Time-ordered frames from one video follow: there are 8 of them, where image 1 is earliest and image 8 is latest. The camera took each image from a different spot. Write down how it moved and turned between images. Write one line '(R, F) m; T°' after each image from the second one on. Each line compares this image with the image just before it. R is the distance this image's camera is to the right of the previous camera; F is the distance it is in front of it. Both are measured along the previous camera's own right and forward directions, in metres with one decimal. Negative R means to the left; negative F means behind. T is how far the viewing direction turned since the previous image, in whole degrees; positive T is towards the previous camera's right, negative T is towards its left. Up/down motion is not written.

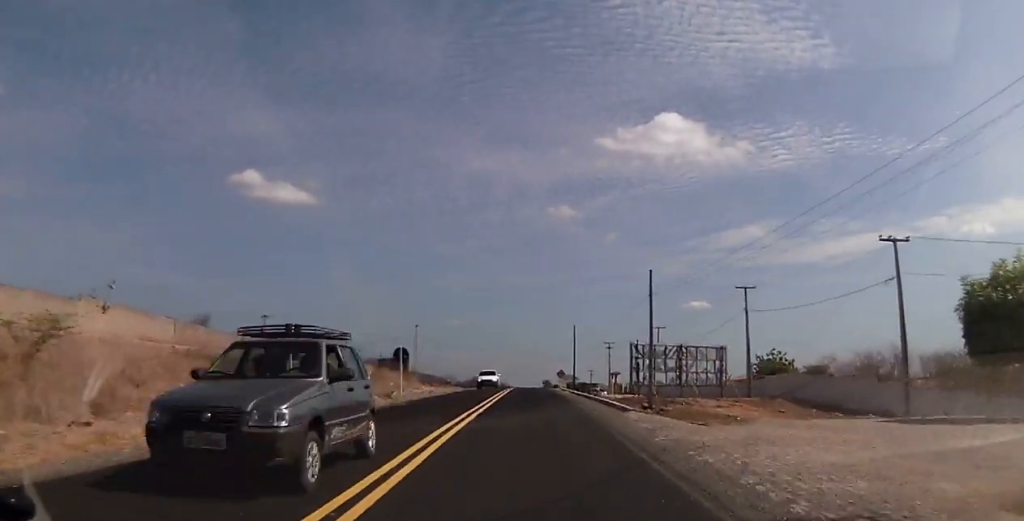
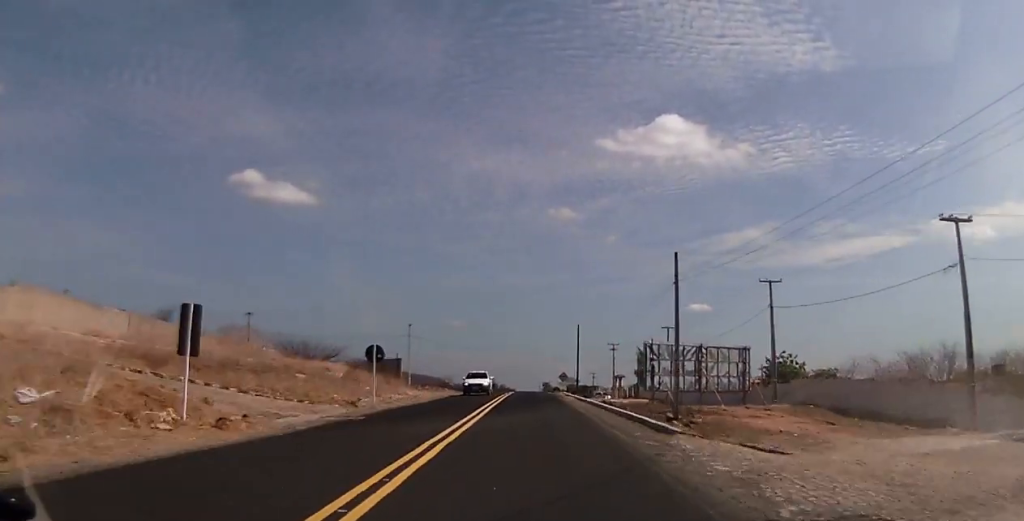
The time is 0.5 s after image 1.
(+0.4, +6.0) m; +1°
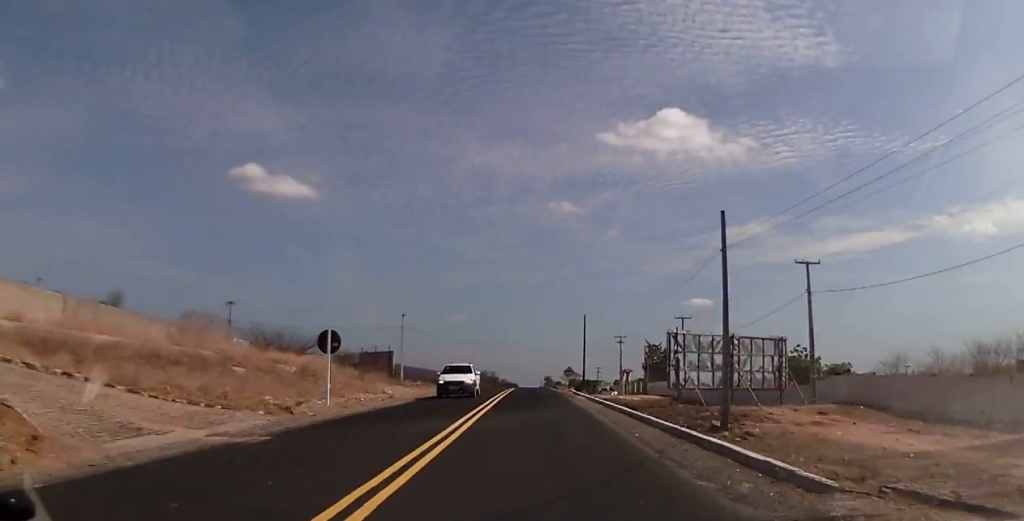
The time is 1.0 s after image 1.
(-0.1, +7.0) m; 0°
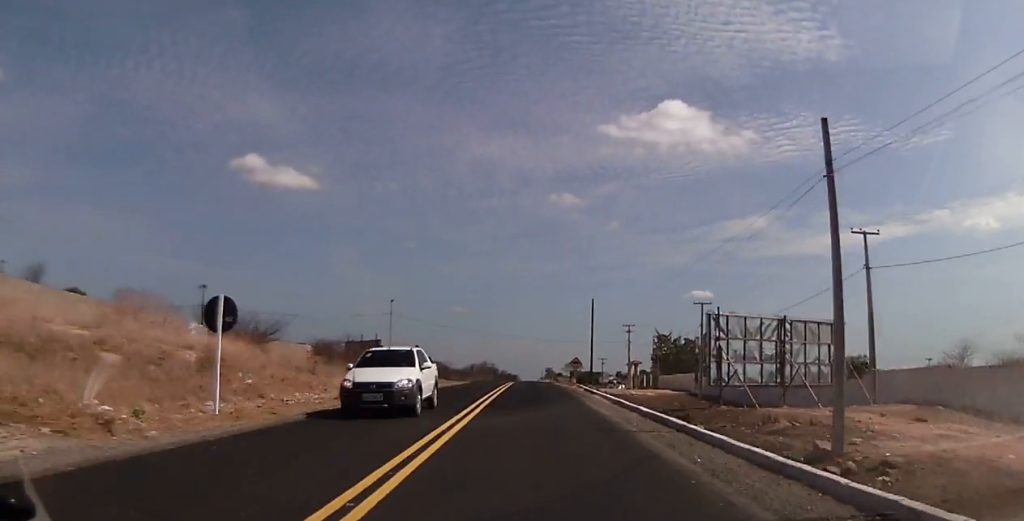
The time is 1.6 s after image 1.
(-0.4, +8.4) m; -1°
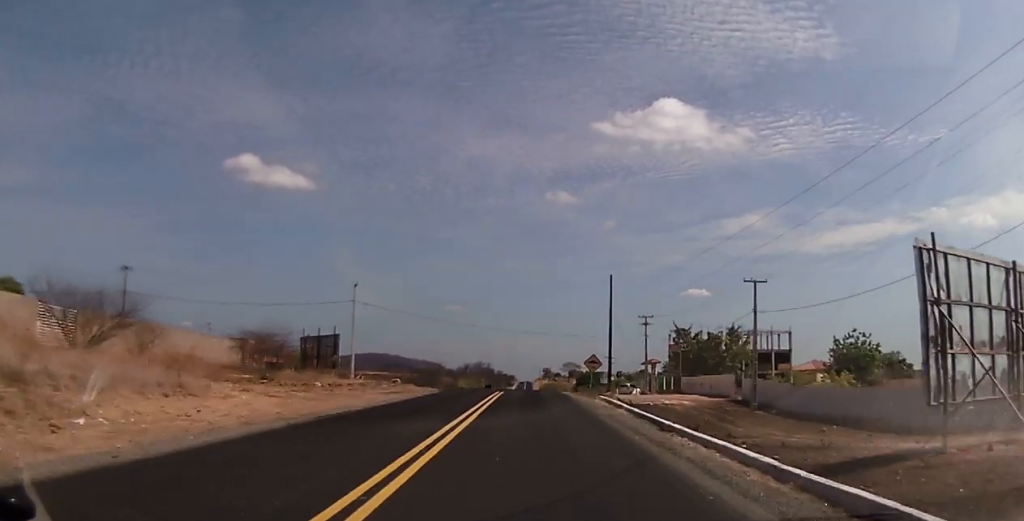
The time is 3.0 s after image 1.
(+0.3, +17.8) m; 0°
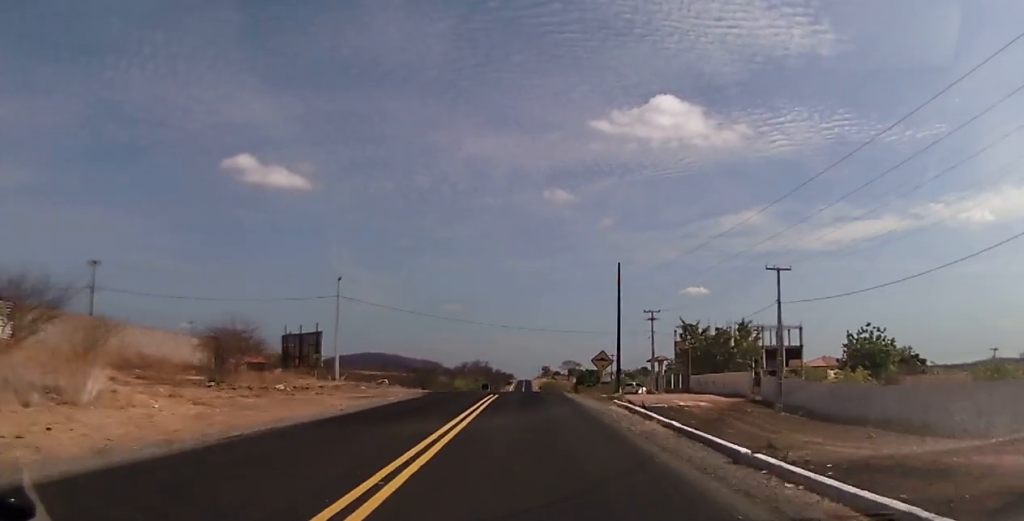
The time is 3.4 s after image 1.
(-0.2, +5.7) m; -1°
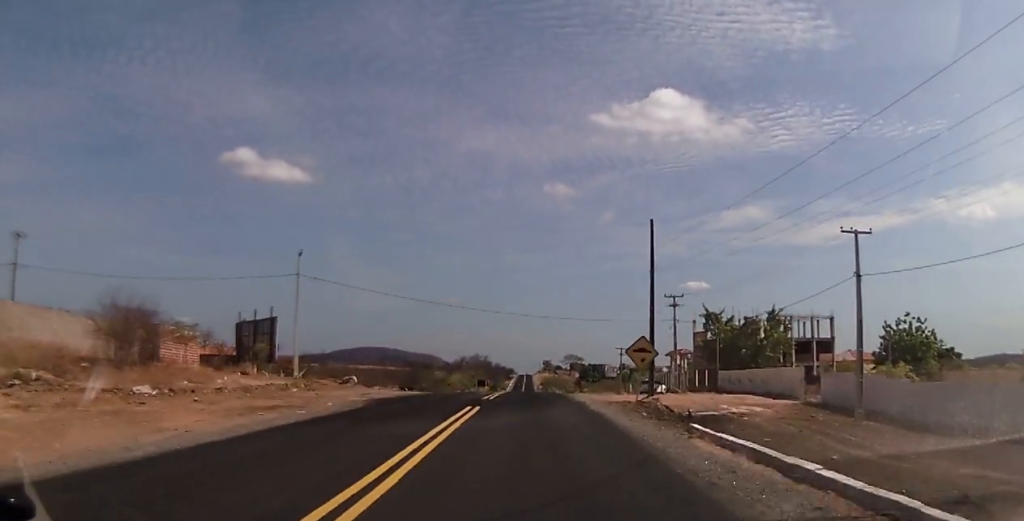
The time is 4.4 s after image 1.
(0.0, +12.8) m; +1°
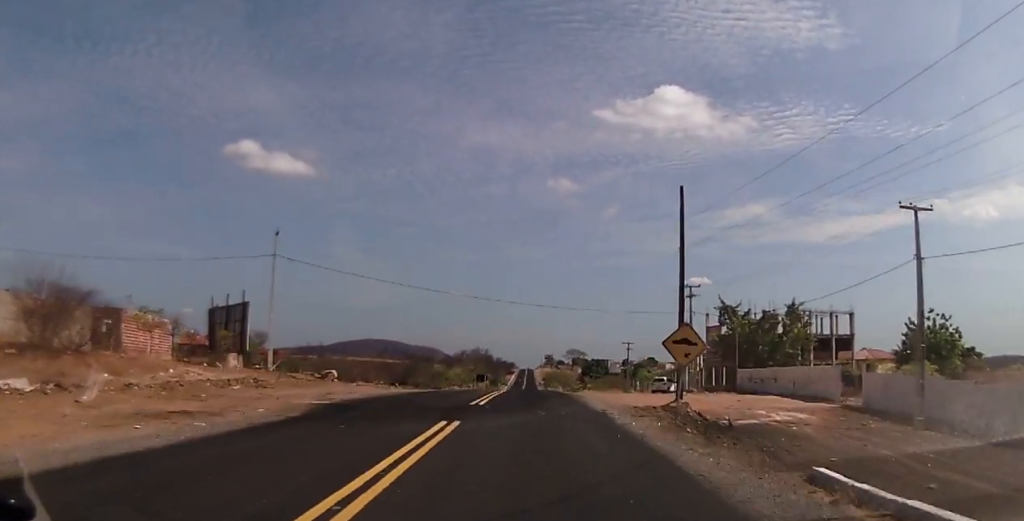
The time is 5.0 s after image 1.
(+0.1, +6.8) m; +1°
